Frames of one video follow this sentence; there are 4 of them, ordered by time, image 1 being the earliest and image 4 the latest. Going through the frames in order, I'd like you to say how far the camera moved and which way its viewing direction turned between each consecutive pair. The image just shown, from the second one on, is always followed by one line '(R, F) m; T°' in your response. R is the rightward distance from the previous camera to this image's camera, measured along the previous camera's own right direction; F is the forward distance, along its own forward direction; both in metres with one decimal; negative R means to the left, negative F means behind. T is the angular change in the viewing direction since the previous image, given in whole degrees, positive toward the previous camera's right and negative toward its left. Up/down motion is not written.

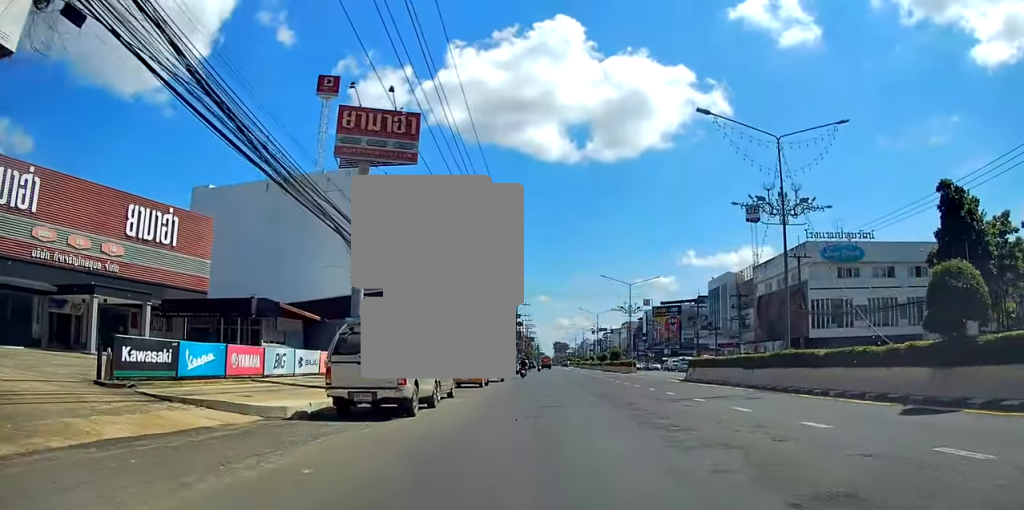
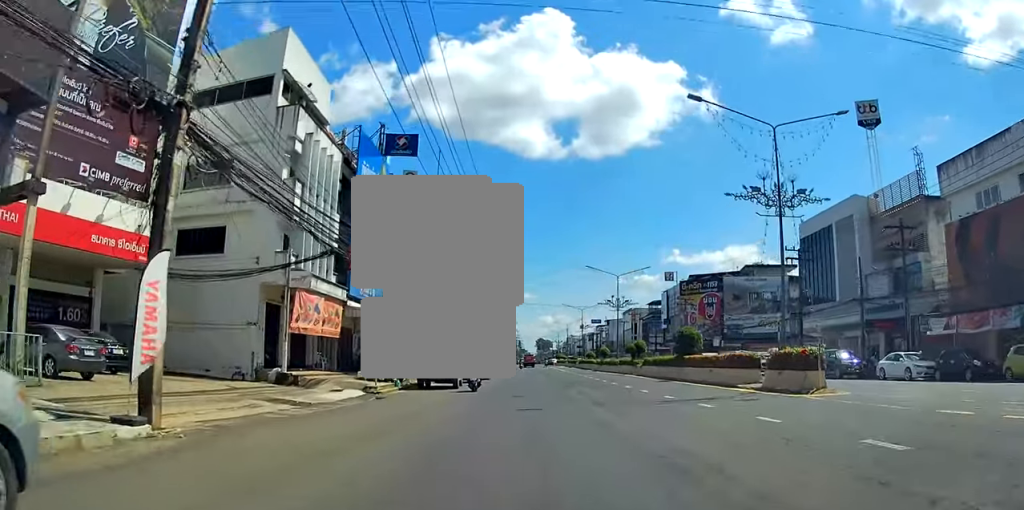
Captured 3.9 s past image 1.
(+0.3, +44.3) m; -5°
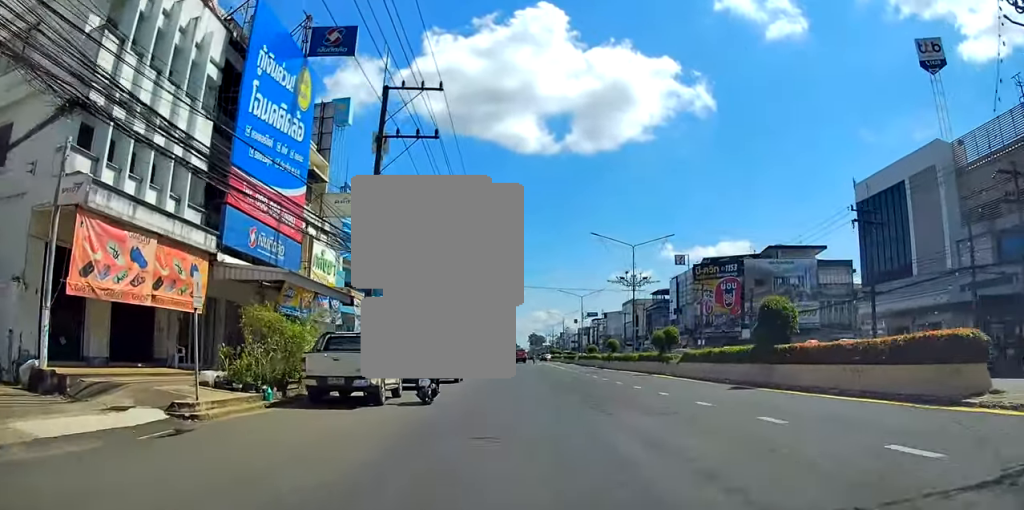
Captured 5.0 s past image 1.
(+0.2, +13.6) m; +3°
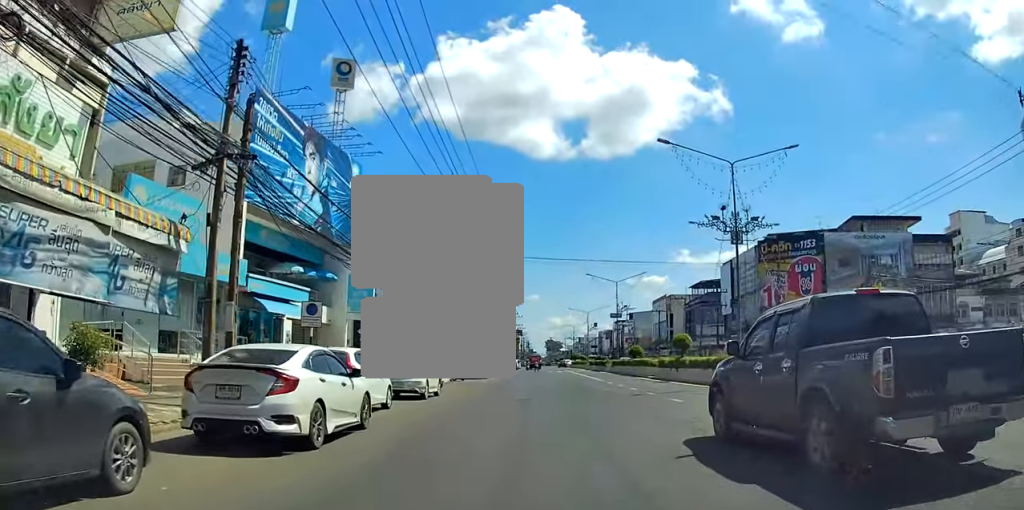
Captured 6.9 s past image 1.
(+0.4, +21.2) m; +1°
